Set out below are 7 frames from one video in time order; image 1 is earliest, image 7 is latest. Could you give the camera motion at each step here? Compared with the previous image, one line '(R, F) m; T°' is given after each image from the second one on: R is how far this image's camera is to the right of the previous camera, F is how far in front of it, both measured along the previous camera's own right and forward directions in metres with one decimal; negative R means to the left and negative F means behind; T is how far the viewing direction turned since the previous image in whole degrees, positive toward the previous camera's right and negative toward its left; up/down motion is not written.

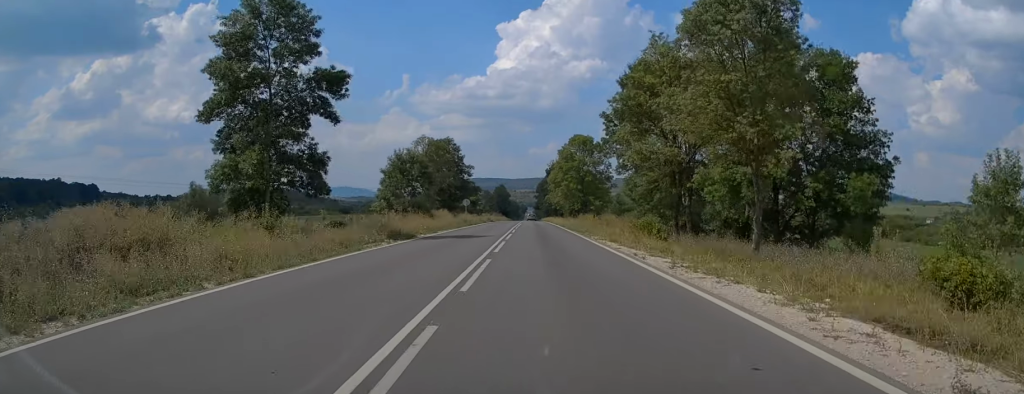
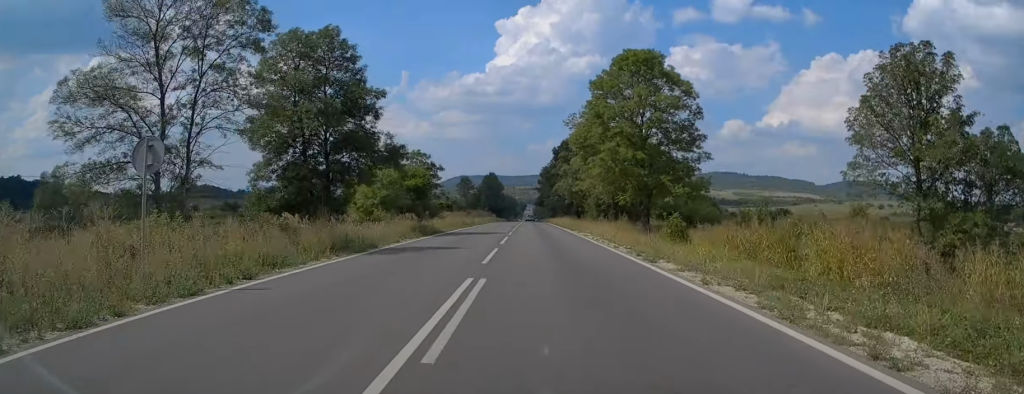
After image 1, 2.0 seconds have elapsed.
(+0.1, +56.3) m; 0°
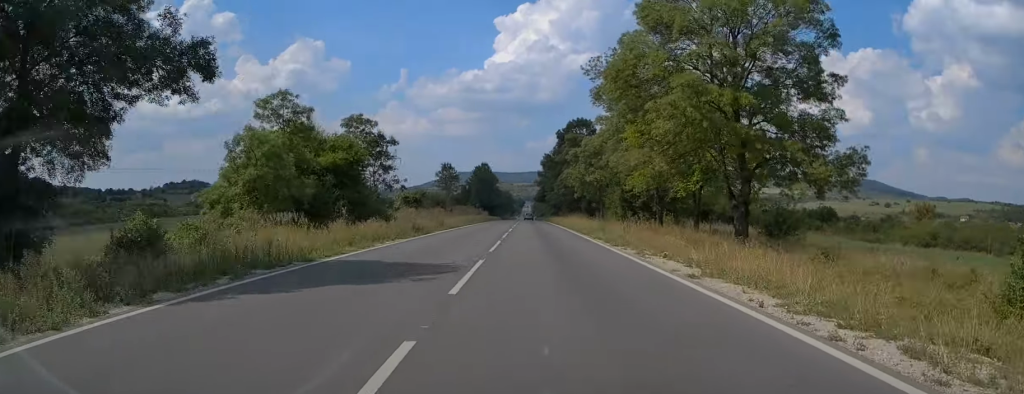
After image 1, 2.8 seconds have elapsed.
(-0.1, +23.6) m; 0°
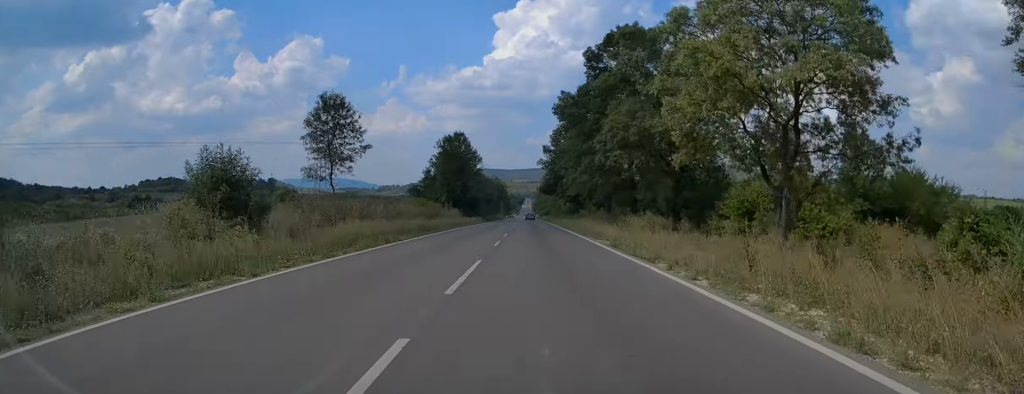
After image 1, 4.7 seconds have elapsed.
(+0.6, +54.2) m; 0°
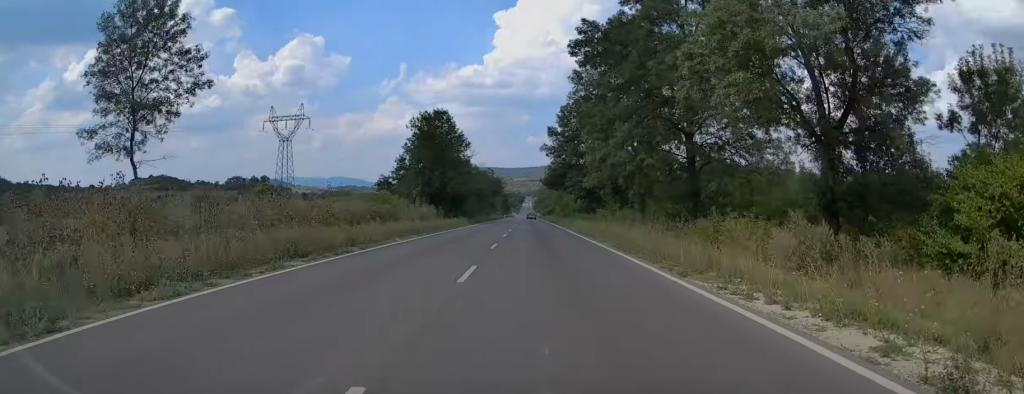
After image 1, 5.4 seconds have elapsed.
(-0.2, +20.0) m; 0°
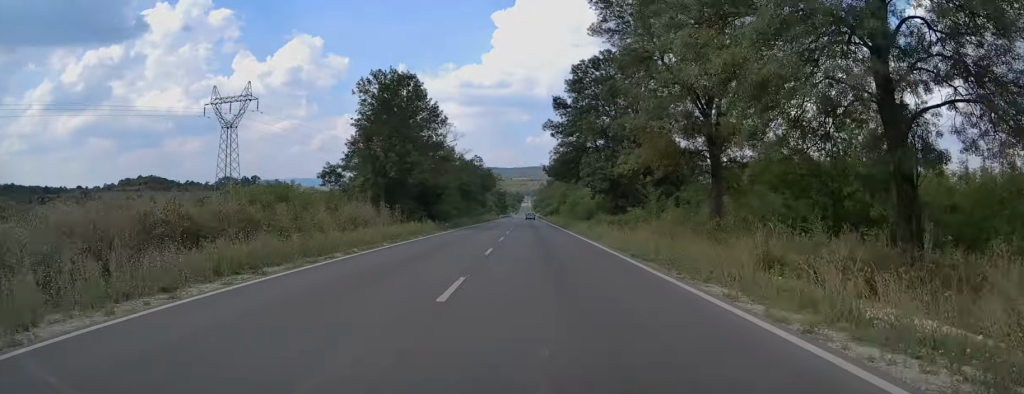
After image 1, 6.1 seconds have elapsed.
(-0.1, +20.1) m; 0°
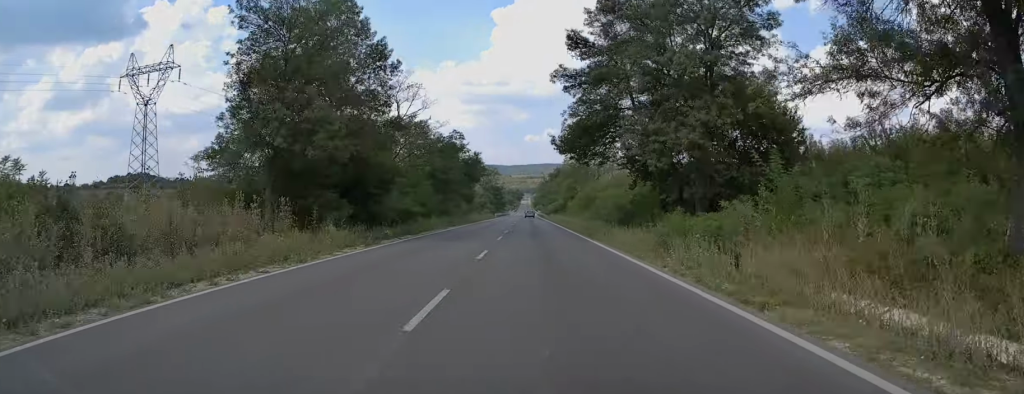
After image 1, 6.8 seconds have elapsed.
(0.0, +20.1) m; 0°
